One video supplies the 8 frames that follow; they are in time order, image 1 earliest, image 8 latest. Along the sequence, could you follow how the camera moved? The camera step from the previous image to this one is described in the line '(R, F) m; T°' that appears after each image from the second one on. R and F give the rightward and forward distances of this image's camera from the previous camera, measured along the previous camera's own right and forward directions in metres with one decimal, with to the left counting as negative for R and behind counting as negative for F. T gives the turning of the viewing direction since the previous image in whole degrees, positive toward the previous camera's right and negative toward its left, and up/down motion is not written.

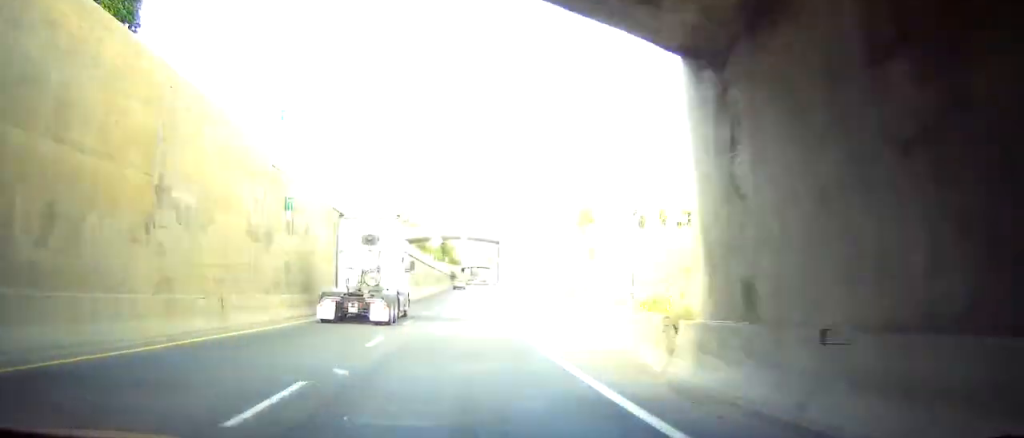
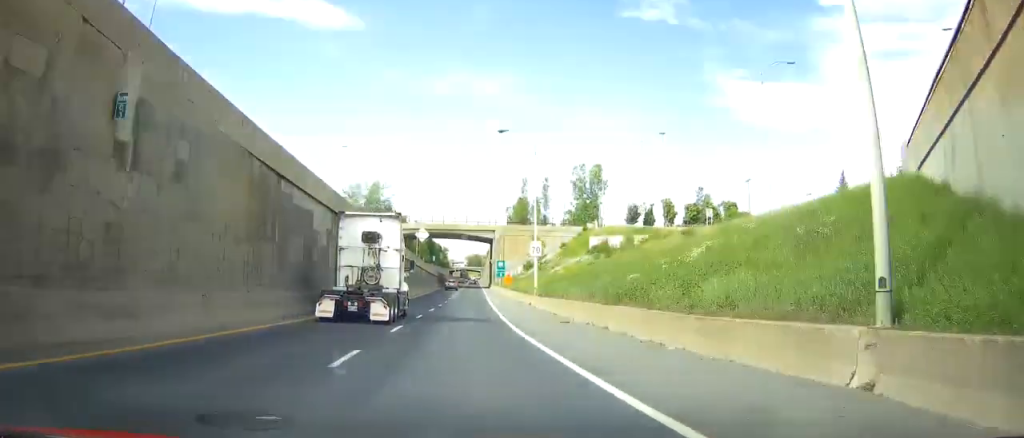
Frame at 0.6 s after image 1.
(0.0, +12.4) m; 0°
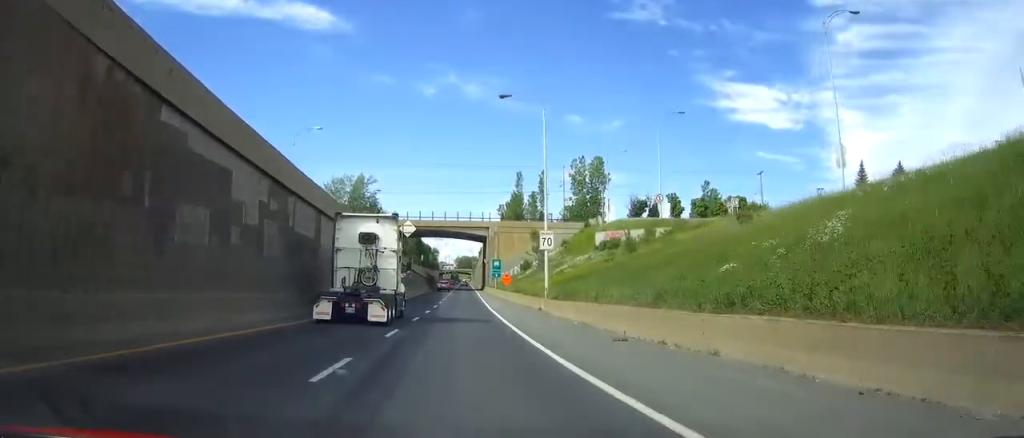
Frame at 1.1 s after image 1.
(0.0, +9.7) m; 0°
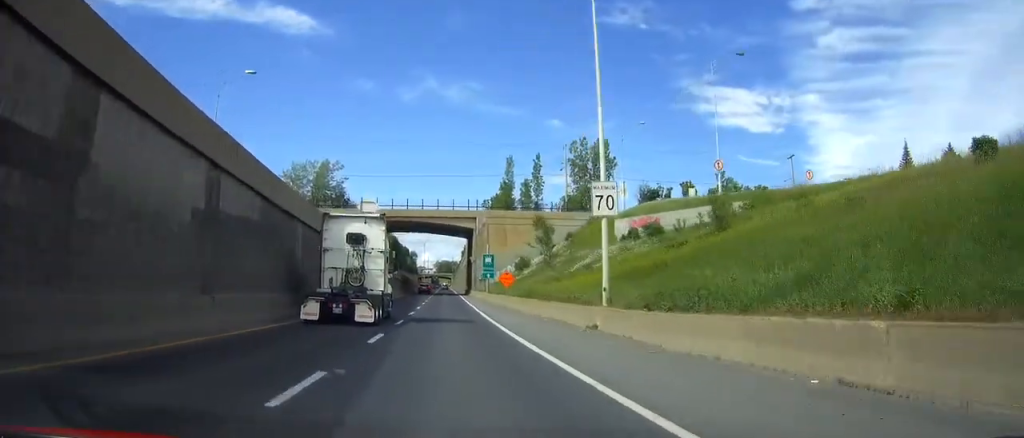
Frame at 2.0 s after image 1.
(0.0, +18.6) m; 0°
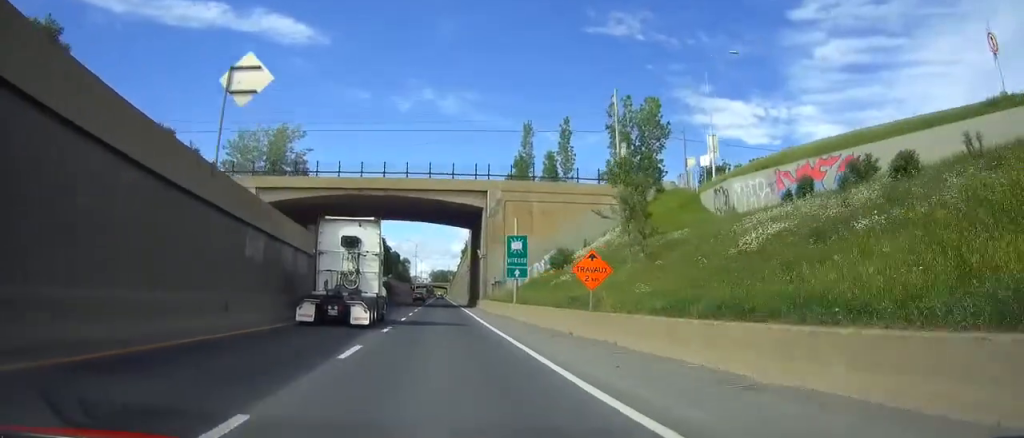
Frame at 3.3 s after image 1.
(0.0, +28.4) m; 0°
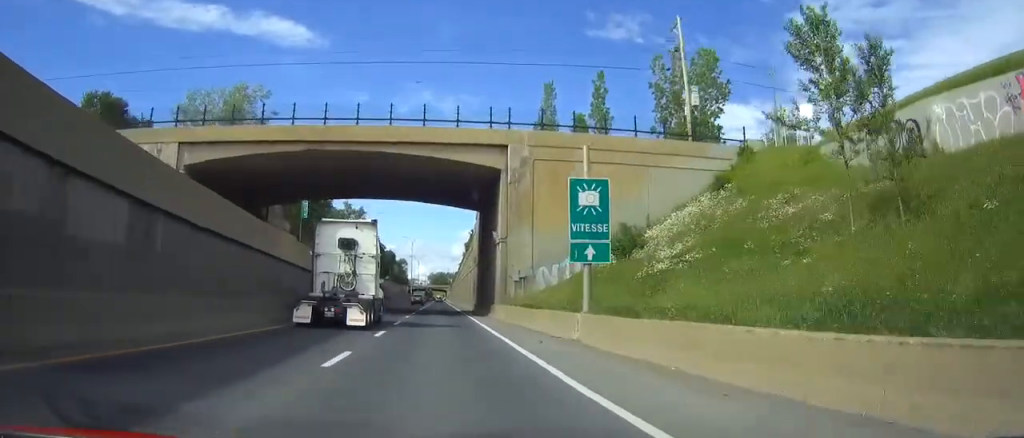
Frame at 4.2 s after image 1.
(0.0, +18.0) m; 0°
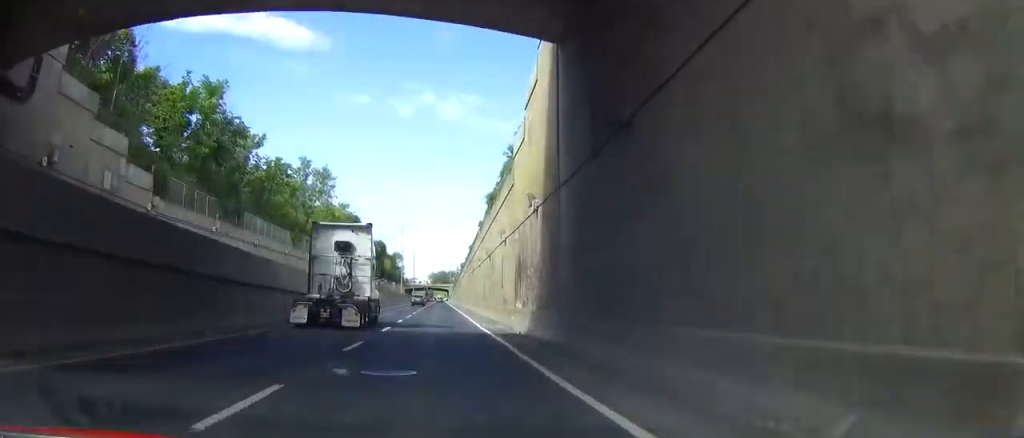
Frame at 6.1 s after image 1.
(0.0, +38.9) m; 0°
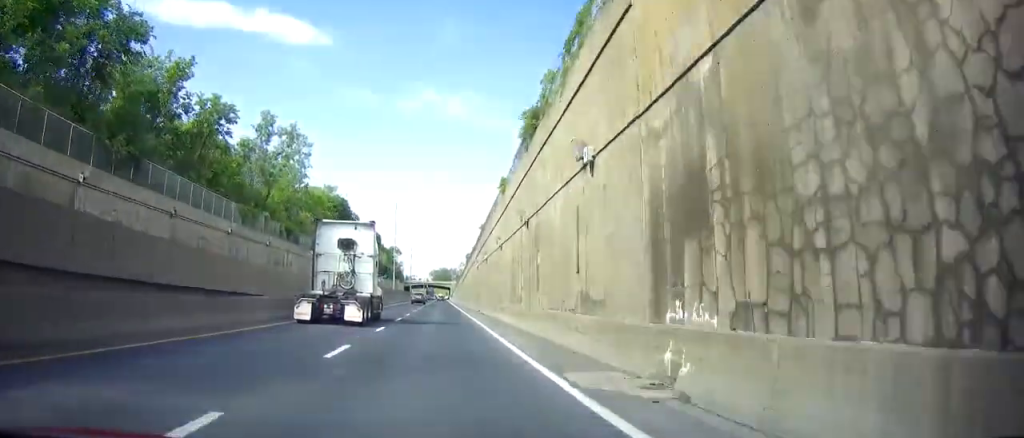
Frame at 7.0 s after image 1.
(0.0, +19.5) m; 0°
